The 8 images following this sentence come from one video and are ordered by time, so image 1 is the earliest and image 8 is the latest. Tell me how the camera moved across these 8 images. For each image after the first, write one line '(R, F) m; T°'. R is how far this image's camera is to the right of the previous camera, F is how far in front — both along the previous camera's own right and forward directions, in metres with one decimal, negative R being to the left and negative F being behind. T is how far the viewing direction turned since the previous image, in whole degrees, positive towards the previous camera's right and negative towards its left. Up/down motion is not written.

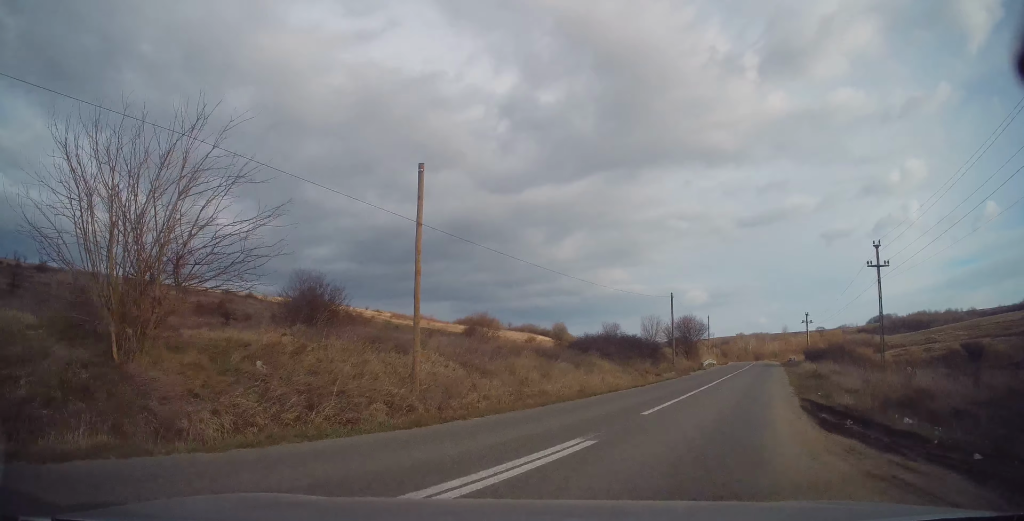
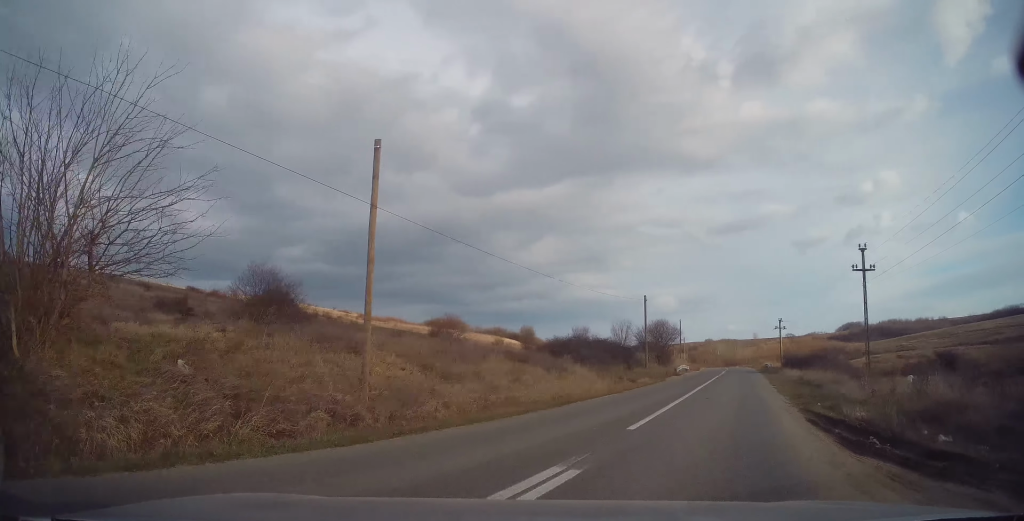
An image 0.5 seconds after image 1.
(+0.5, +2.1) m; +10°
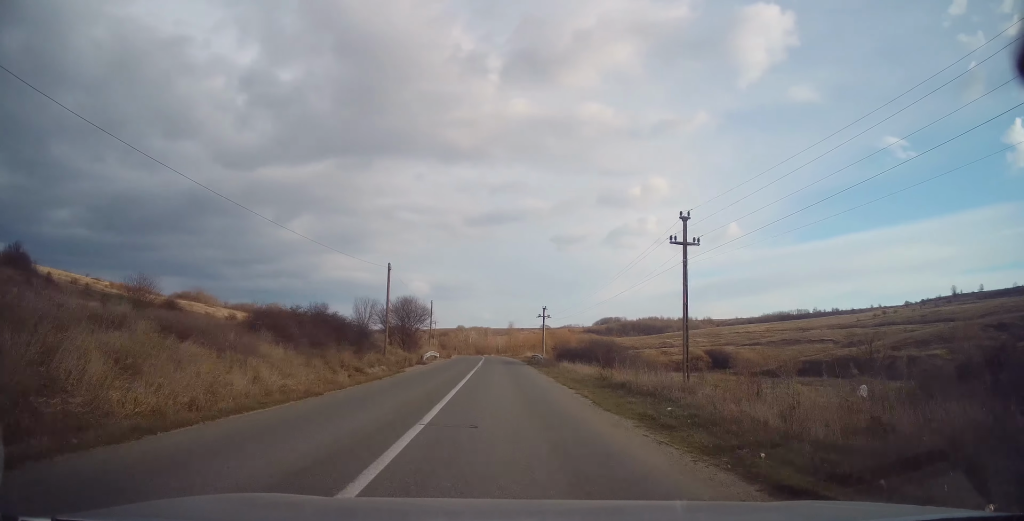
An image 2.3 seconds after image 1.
(+1.6, +8.1) m; +14°
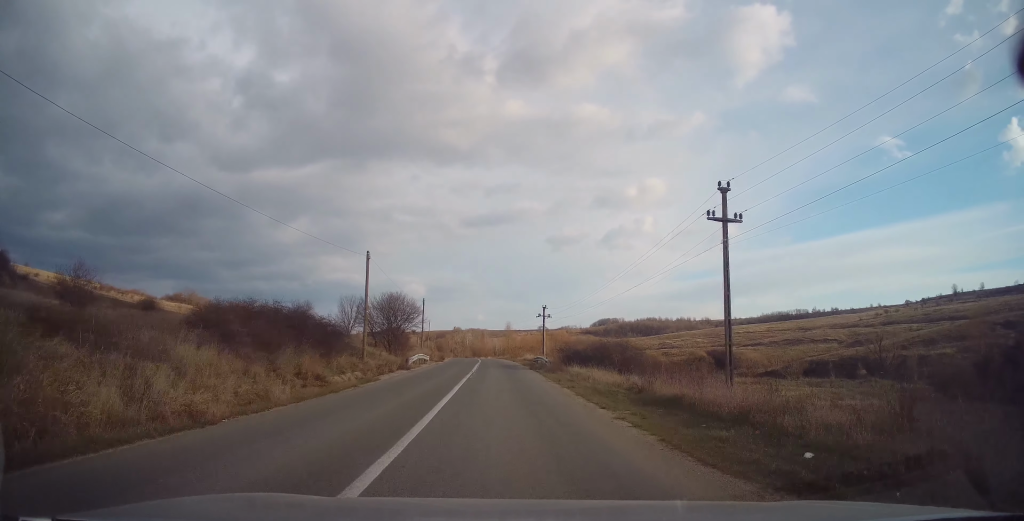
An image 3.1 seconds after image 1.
(+0.1, +4.8) m; -1°
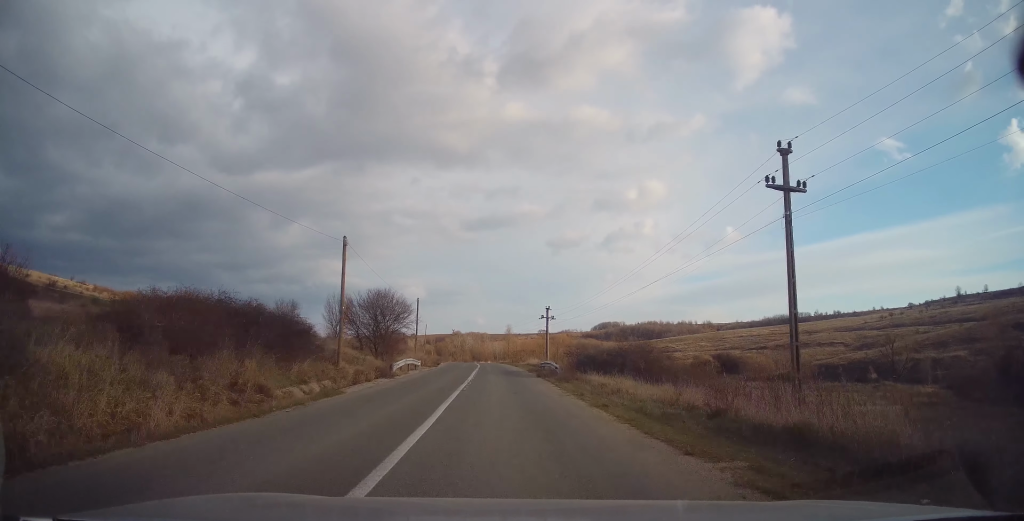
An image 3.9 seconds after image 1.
(-0.3, +5.4) m; -1°
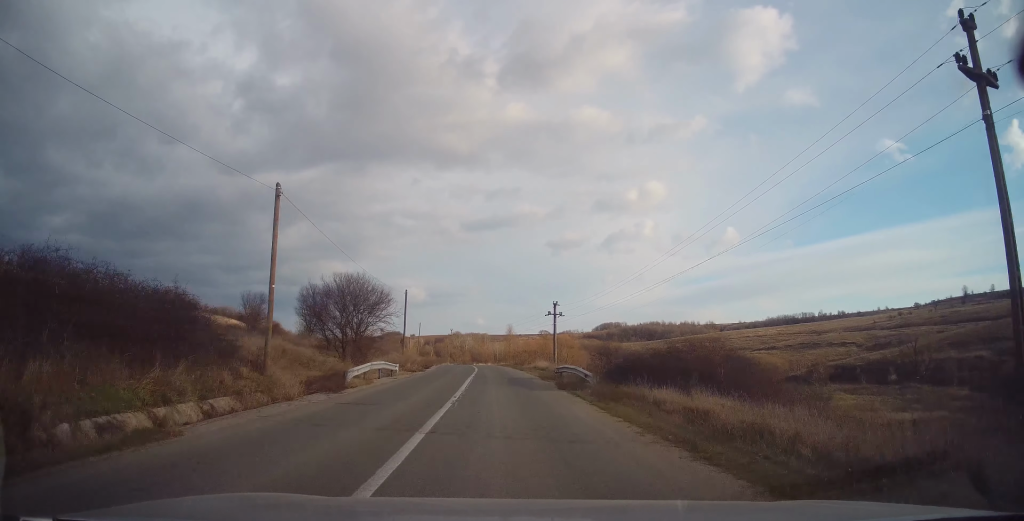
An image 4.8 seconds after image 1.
(+0.1, +8.7) m; -1°
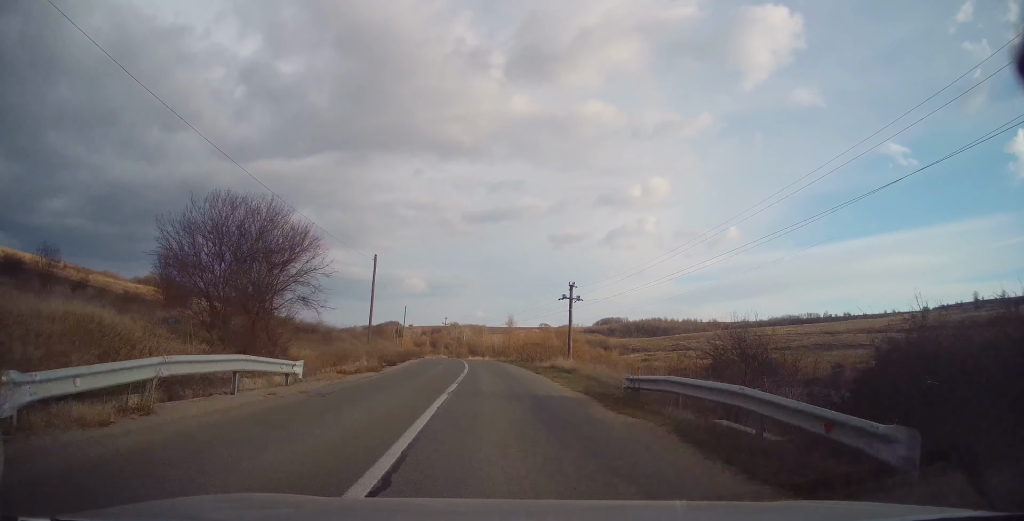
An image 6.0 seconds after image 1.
(-0.3, +13.2) m; 0°
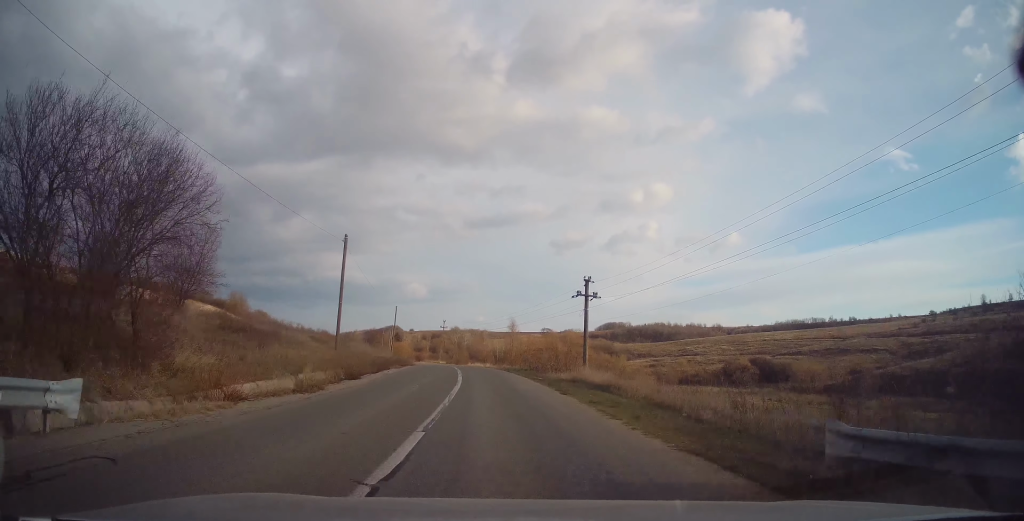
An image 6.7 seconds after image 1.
(+0.3, +8.7) m; 0°
